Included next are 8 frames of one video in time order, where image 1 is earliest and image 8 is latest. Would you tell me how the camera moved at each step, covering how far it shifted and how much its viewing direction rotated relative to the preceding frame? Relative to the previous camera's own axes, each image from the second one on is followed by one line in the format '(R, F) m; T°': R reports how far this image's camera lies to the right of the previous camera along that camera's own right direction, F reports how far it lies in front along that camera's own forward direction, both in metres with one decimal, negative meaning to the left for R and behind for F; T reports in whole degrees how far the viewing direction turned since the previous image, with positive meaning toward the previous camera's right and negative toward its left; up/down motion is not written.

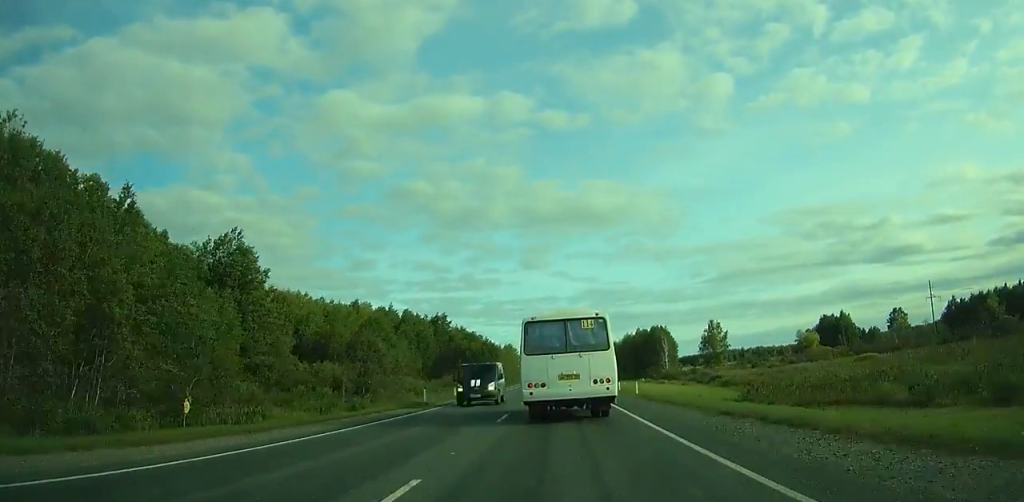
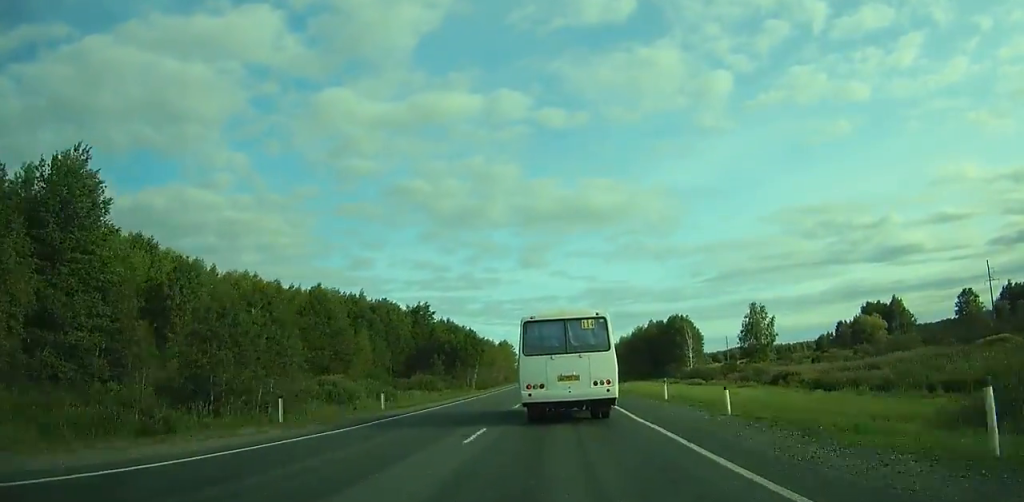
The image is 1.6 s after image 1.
(+0.1, +28.6) m; 0°
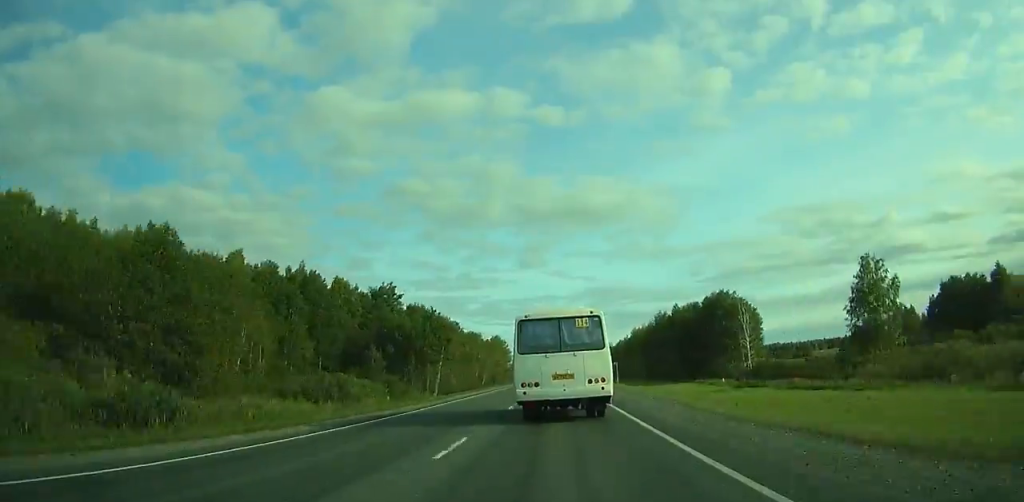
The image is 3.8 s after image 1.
(-0.2, +38.4) m; 0°
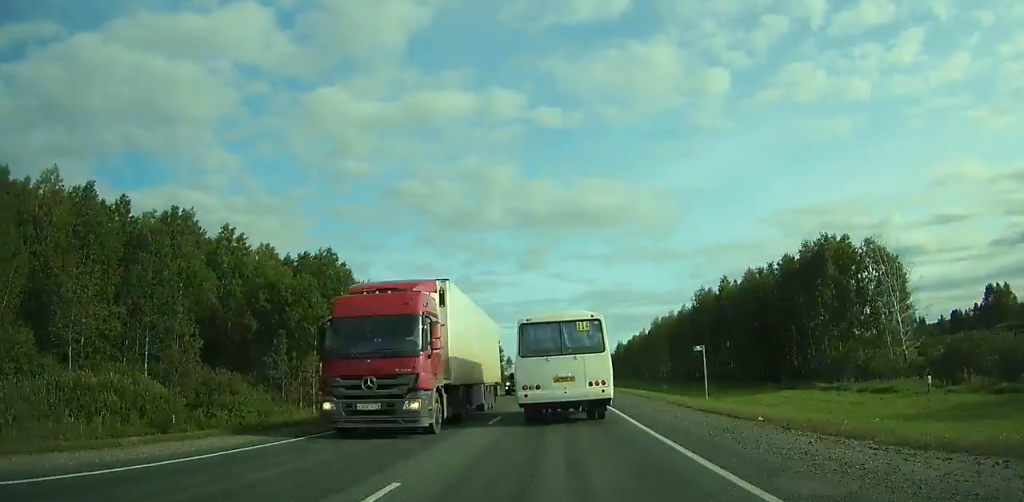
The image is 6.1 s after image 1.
(+0.1, +40.1) m; 0°
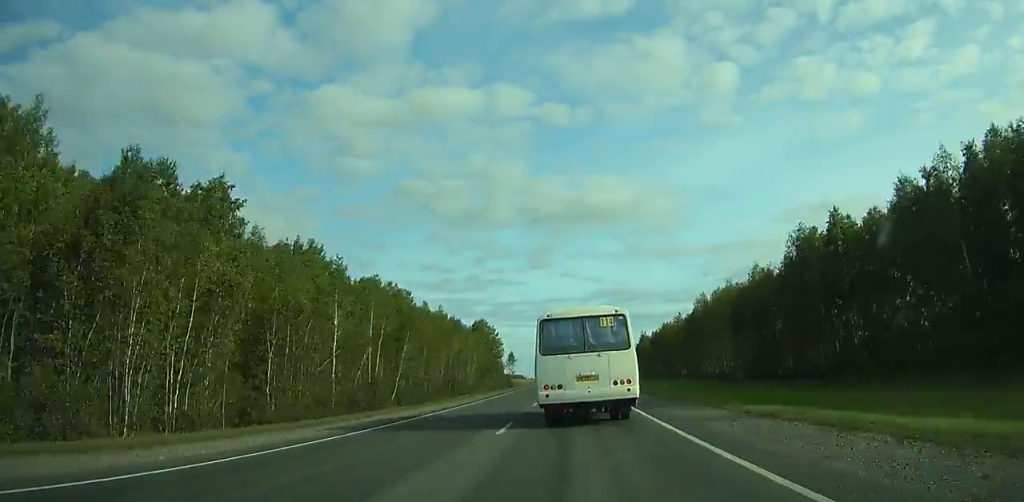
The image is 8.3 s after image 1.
(+0.1, +38.6) m; 0°
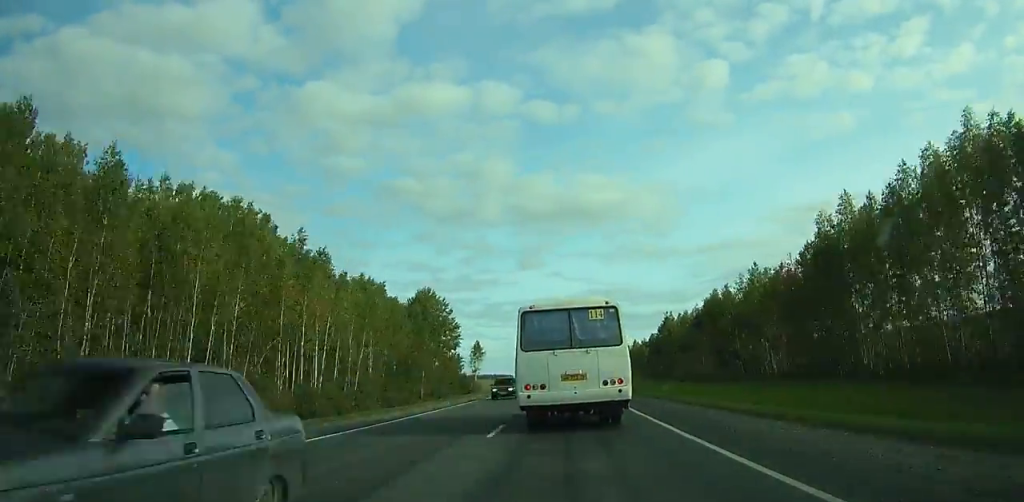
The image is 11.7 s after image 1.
(-0.1, +60.9) m; 0°
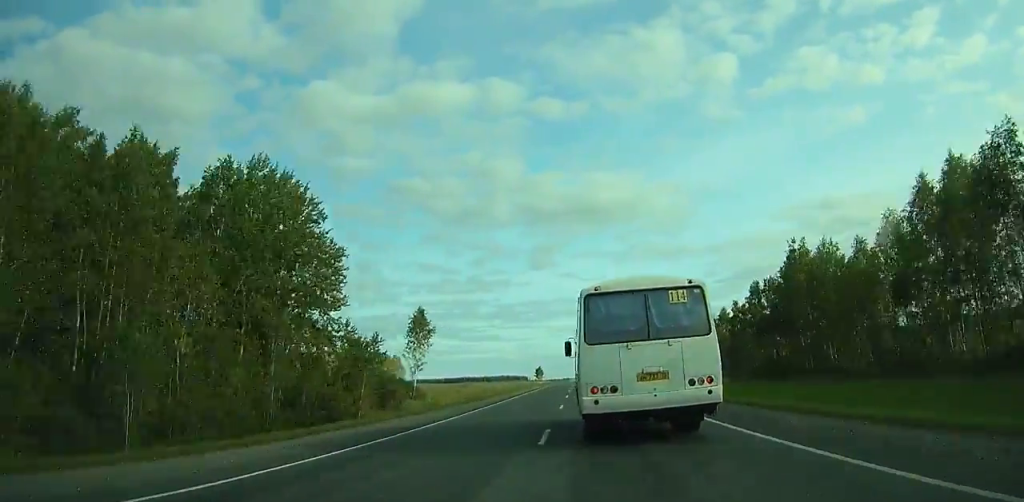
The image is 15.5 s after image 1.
(-0.3, +71.6) m; -1°
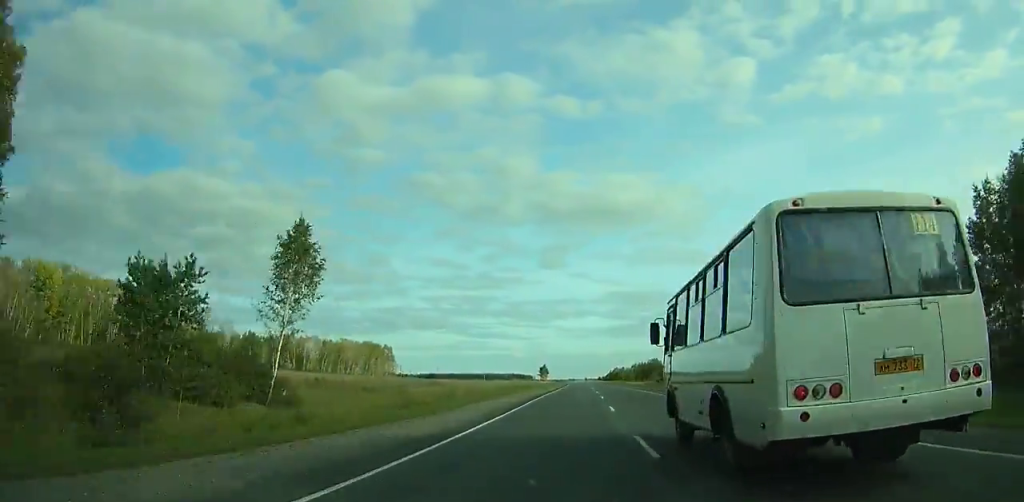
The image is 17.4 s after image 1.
(-0.2, +38.1) m; 0°
